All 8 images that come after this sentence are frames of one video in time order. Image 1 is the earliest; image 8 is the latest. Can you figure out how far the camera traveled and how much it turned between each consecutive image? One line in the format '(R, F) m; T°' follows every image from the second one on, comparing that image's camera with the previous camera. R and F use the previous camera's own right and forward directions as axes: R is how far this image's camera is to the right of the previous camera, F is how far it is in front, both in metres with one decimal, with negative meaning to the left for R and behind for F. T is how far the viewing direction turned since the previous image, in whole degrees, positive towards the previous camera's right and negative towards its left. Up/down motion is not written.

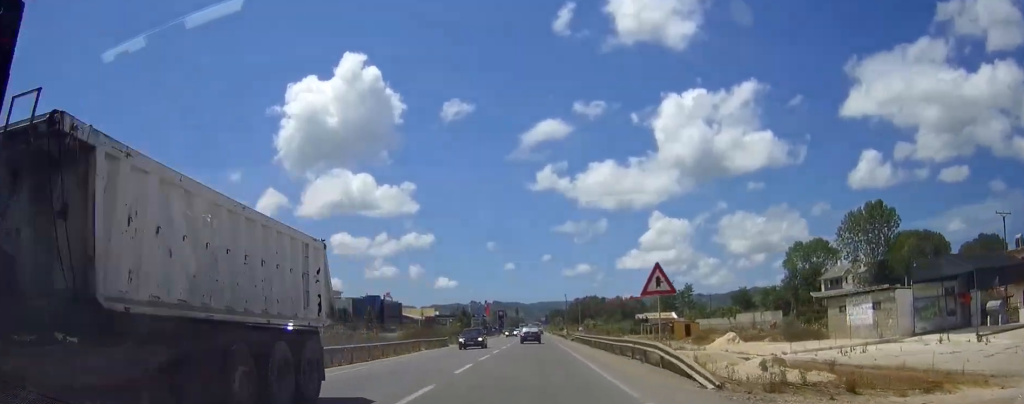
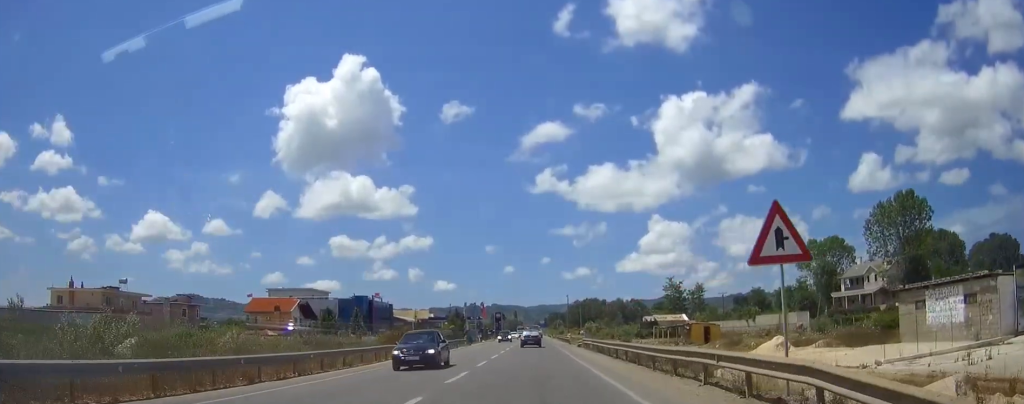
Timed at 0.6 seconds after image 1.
(-0.1, +10.4) m; 0°
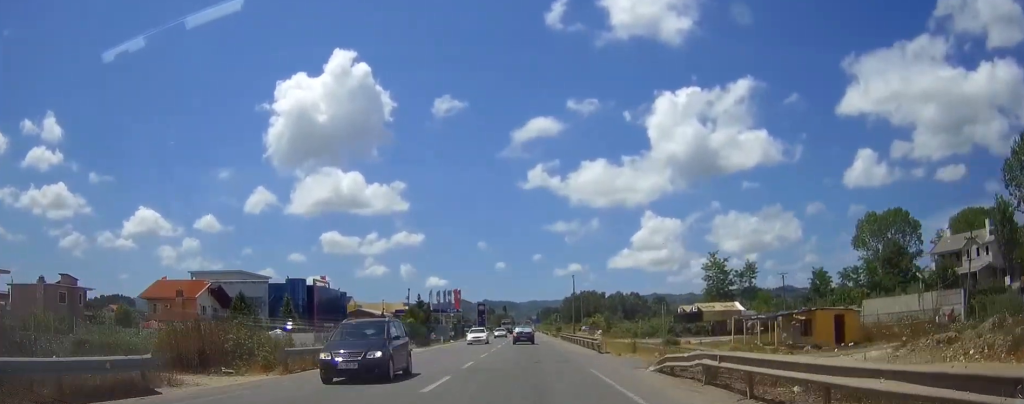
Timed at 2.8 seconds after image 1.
(0.0, +36.1) m; 0°
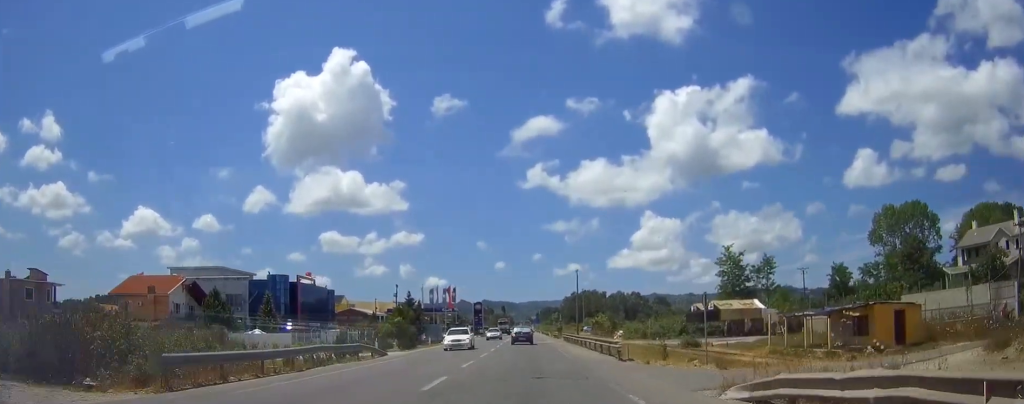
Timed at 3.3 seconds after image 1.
(+0.1, +7.9) m; 0°
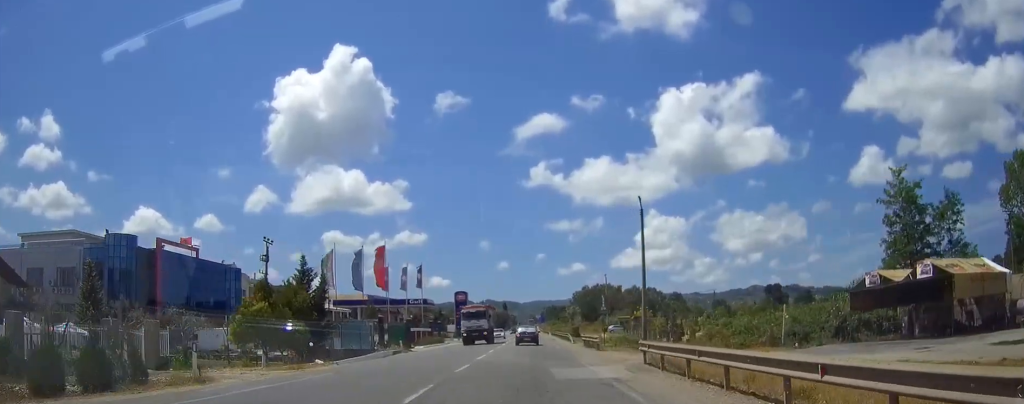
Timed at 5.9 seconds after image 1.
(0.0, +44.0) m; 0°
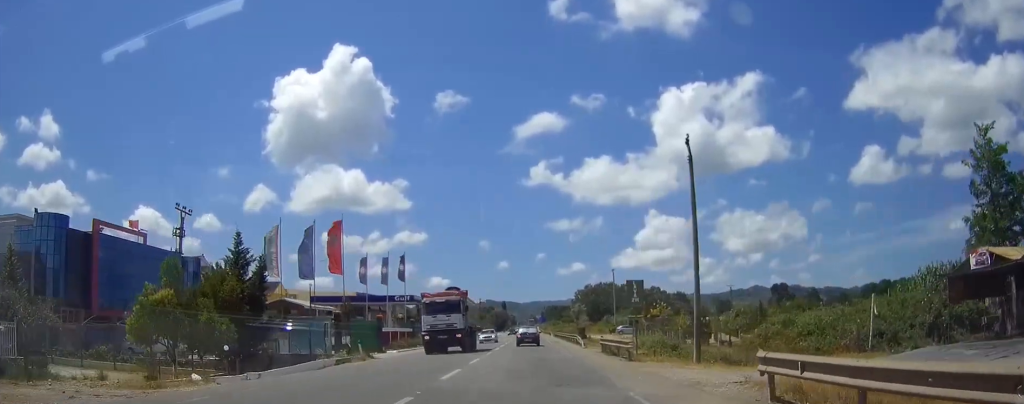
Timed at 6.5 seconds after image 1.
(0.0, +11.3) m; 0°
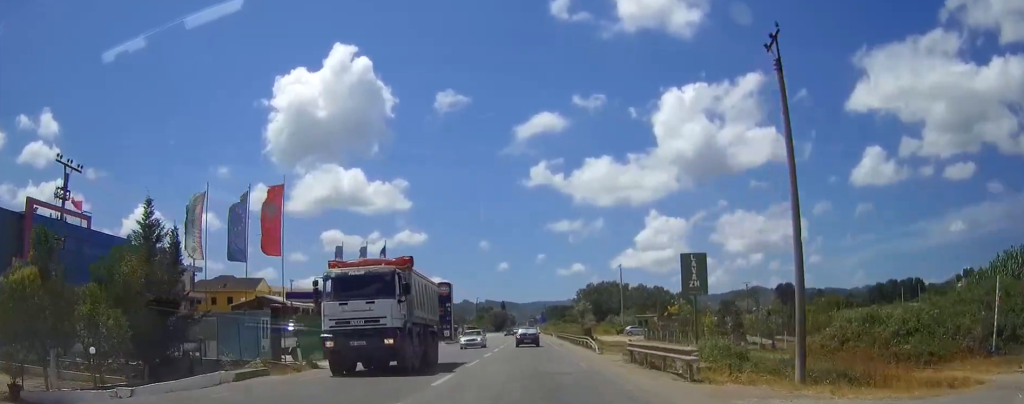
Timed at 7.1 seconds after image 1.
(0.0, +9.6) m; 0°
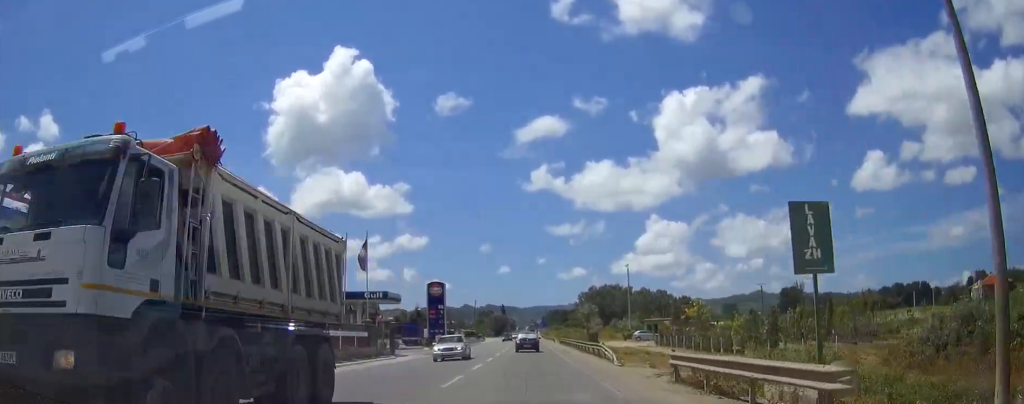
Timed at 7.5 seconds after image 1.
(0.0, +7.3) m; 0°
